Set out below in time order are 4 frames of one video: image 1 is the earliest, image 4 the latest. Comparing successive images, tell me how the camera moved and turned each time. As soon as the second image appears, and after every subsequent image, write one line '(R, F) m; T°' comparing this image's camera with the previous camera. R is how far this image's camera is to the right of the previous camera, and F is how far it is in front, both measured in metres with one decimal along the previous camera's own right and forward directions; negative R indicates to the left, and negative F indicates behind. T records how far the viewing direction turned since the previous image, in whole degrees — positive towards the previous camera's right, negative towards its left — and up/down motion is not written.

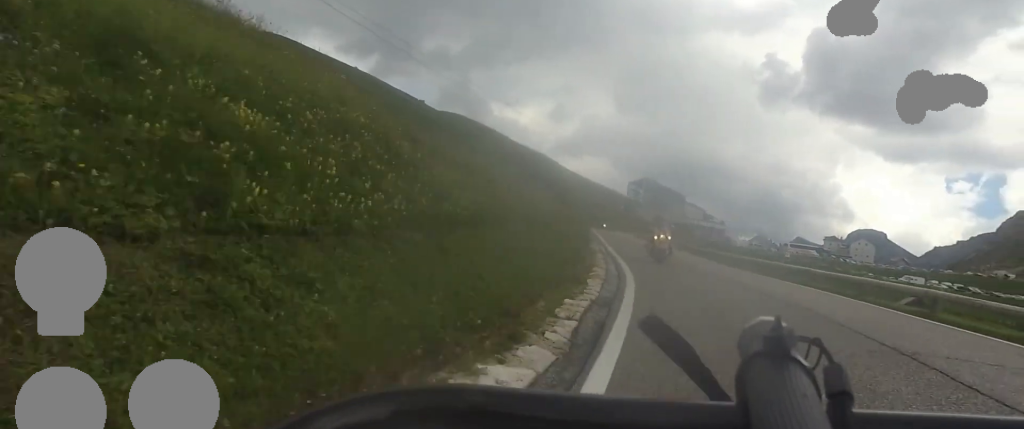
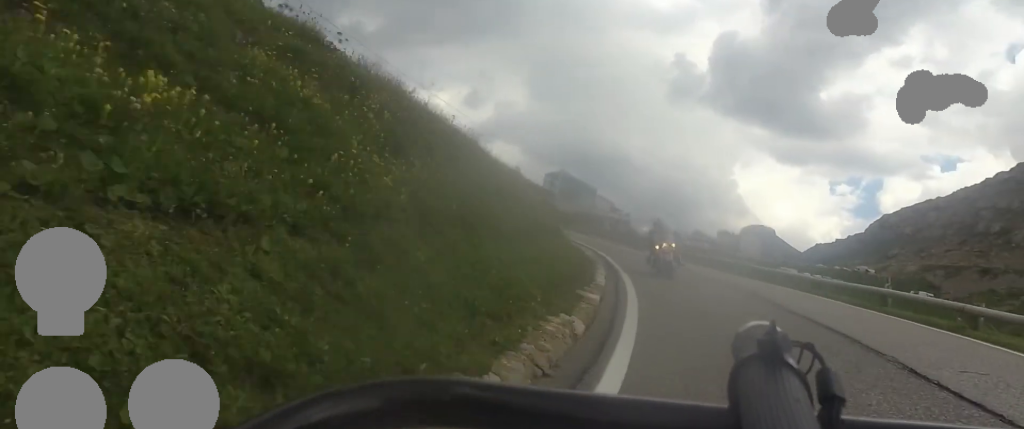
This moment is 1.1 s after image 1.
(+0.8, +13.3) m; +6°
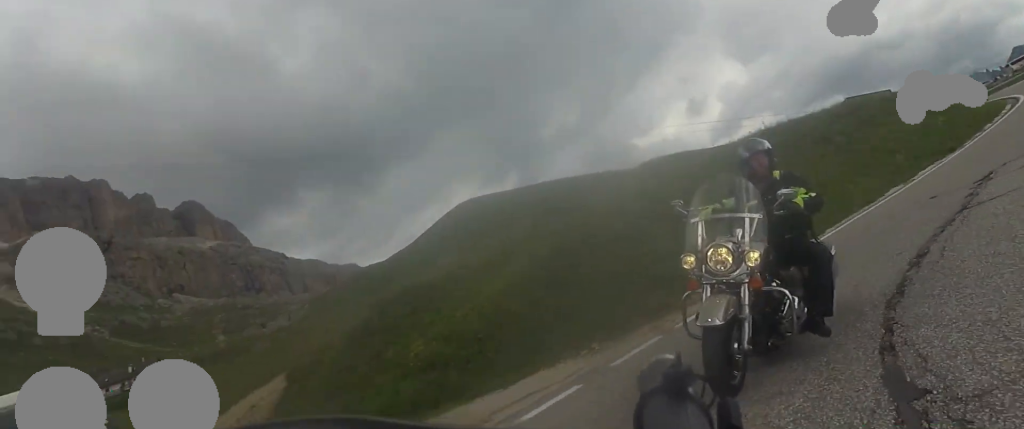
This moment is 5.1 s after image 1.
(-2.3, +34.4) m; -36°
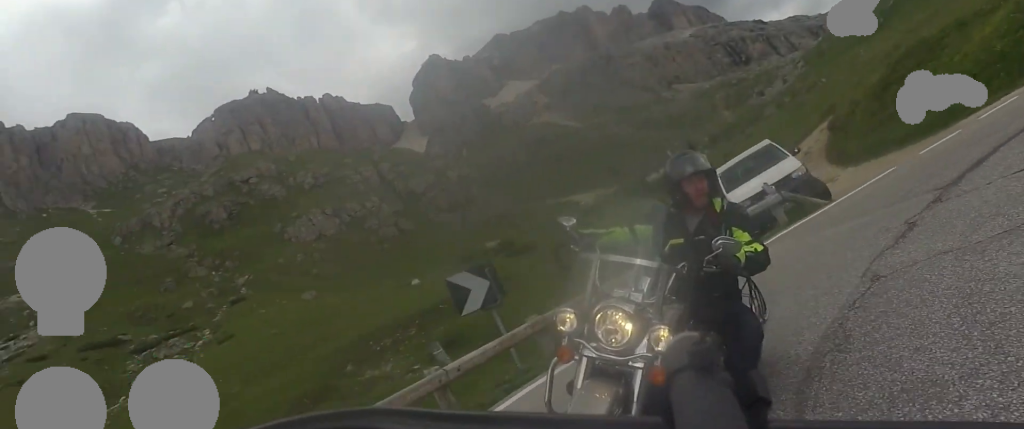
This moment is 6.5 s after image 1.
(-2.6, +9.6) m; -38°
